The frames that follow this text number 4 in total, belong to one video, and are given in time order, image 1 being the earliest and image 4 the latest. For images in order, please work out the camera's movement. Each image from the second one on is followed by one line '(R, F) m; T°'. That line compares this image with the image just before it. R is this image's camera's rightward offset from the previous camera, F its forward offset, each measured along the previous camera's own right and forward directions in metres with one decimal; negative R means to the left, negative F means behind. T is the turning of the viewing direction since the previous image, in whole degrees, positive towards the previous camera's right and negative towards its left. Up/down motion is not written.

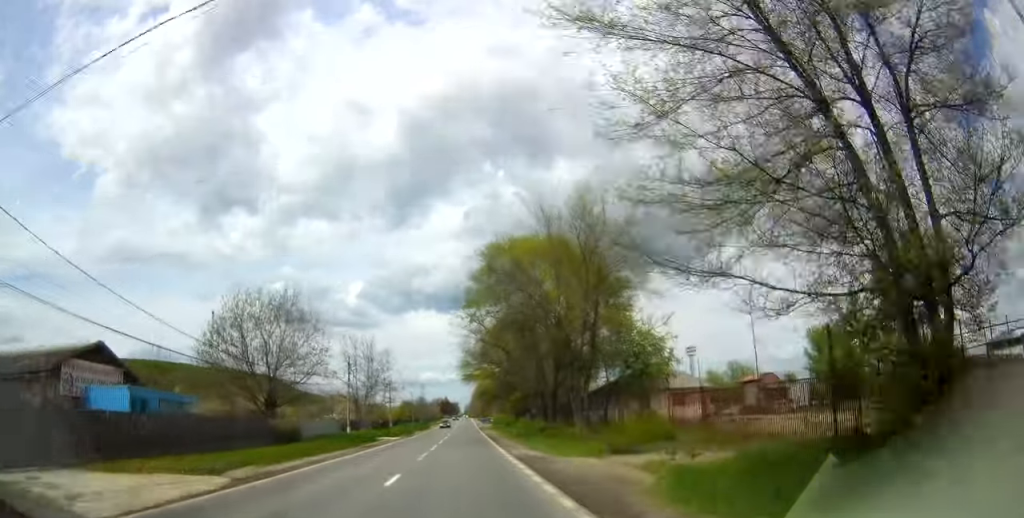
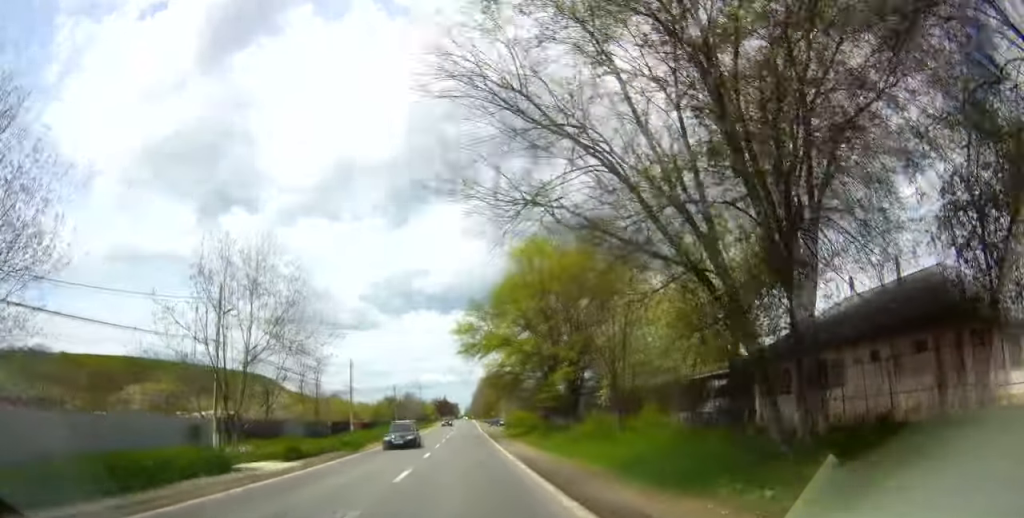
(+0.5, +35.8) m; +1°
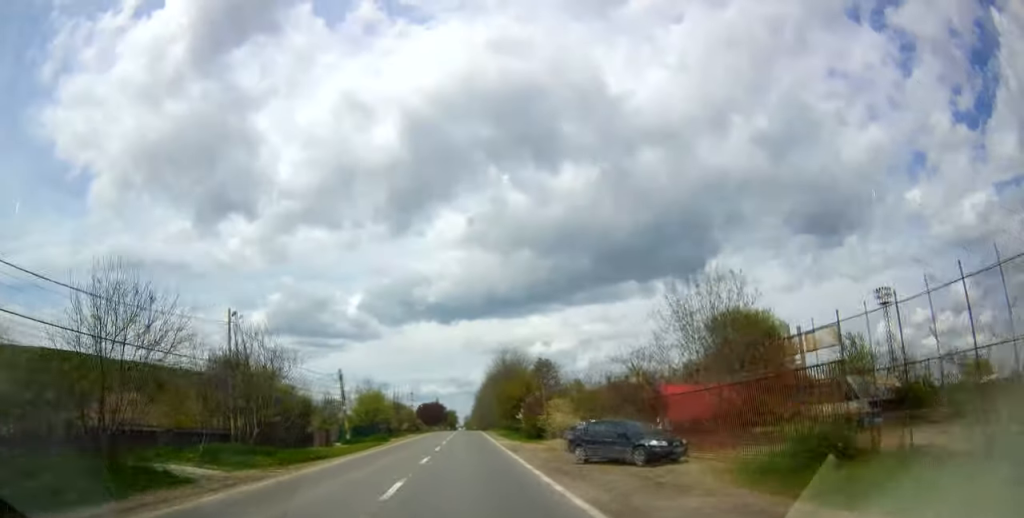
(-2.4, +77.4) m; -2°
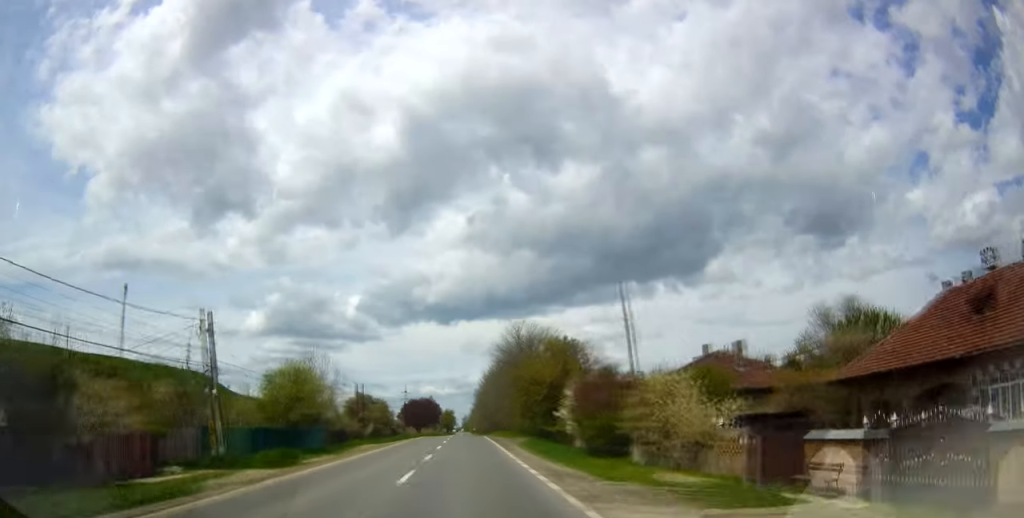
(+0.7, +34.4) m; +2°
